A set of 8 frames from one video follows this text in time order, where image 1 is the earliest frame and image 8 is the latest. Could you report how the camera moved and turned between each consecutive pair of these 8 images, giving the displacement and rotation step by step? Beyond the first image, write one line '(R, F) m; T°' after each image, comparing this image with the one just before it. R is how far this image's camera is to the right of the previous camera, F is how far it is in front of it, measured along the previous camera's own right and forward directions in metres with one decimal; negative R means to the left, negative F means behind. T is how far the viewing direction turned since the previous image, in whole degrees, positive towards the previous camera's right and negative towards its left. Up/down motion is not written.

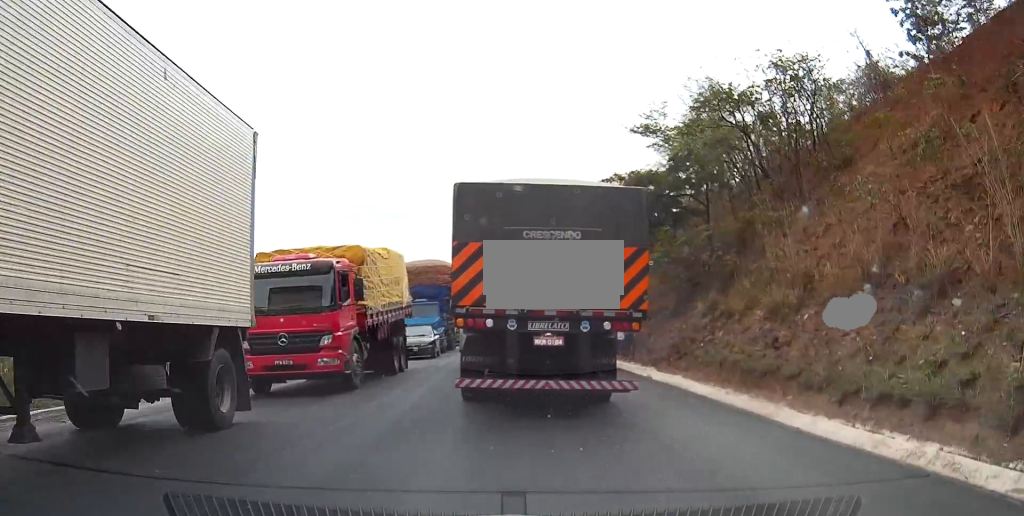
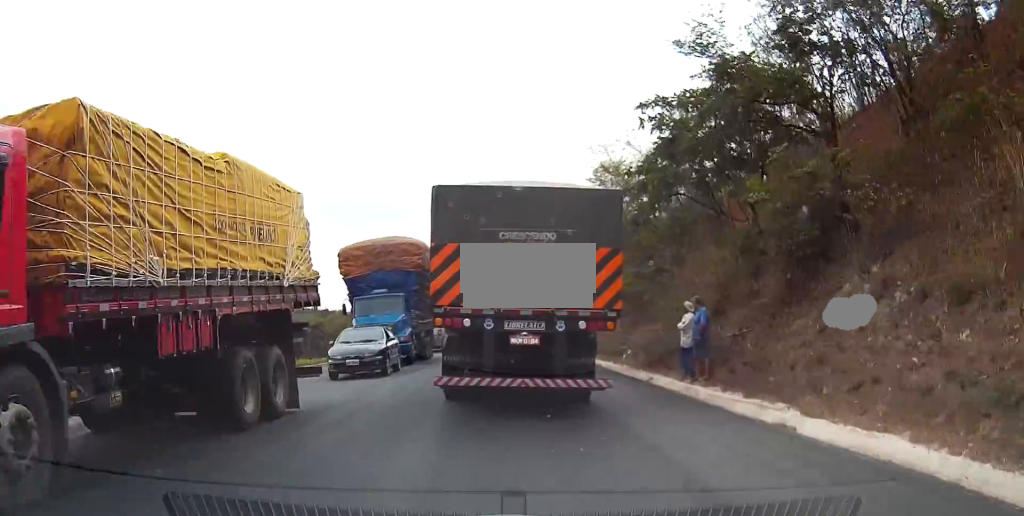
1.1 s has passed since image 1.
(+0.1, +10.9) m; +1°
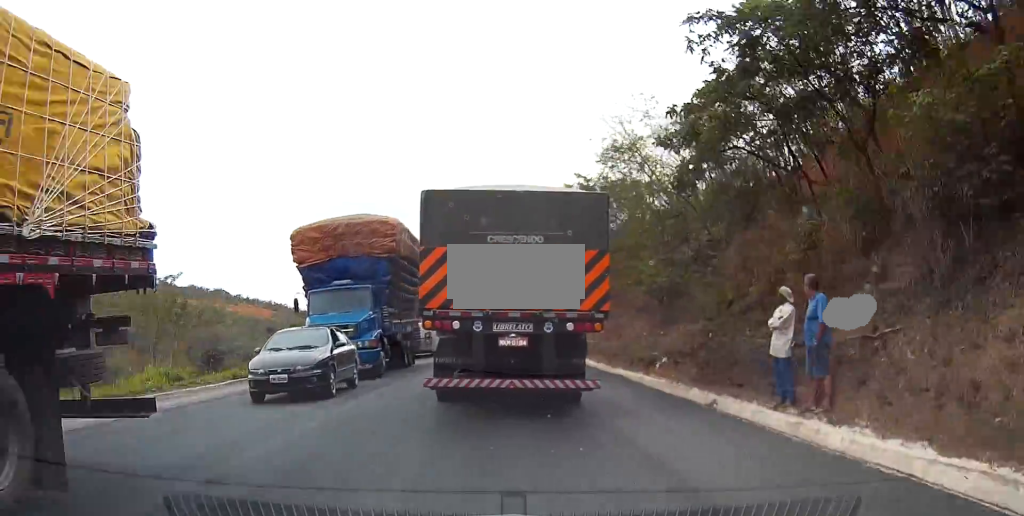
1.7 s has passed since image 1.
(0.0, +6.4) m; -1°
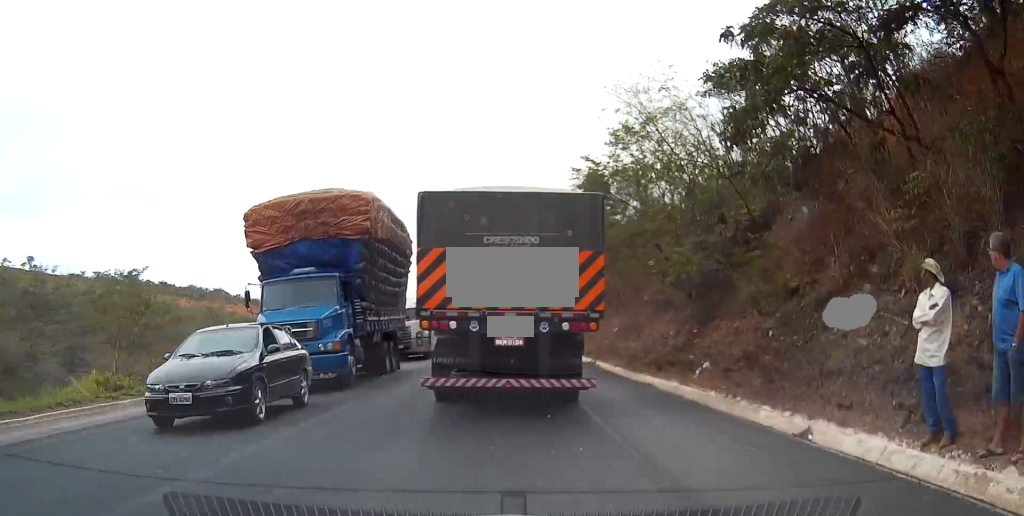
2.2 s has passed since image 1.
(+0.1, +4.4) m; -1°
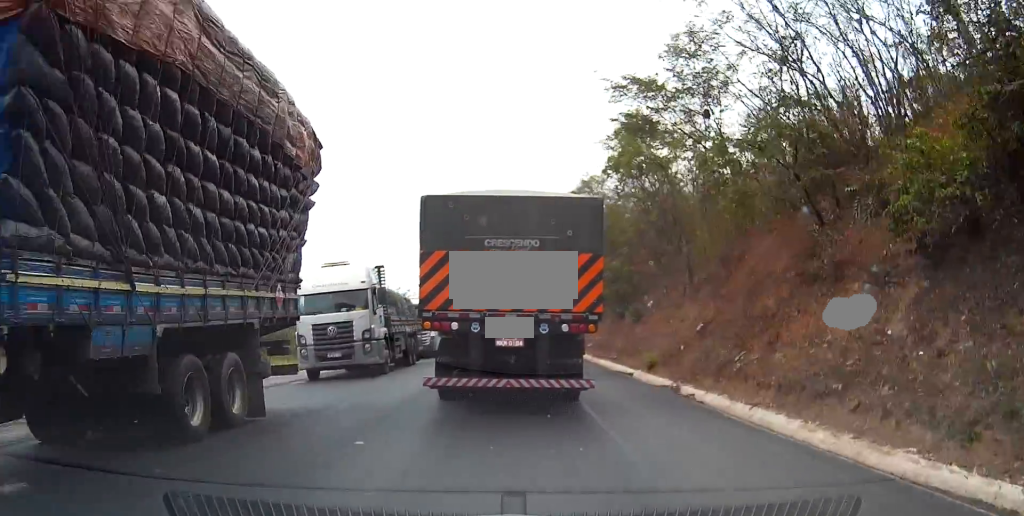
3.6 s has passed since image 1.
(-0.5, +14.2) m; -2°
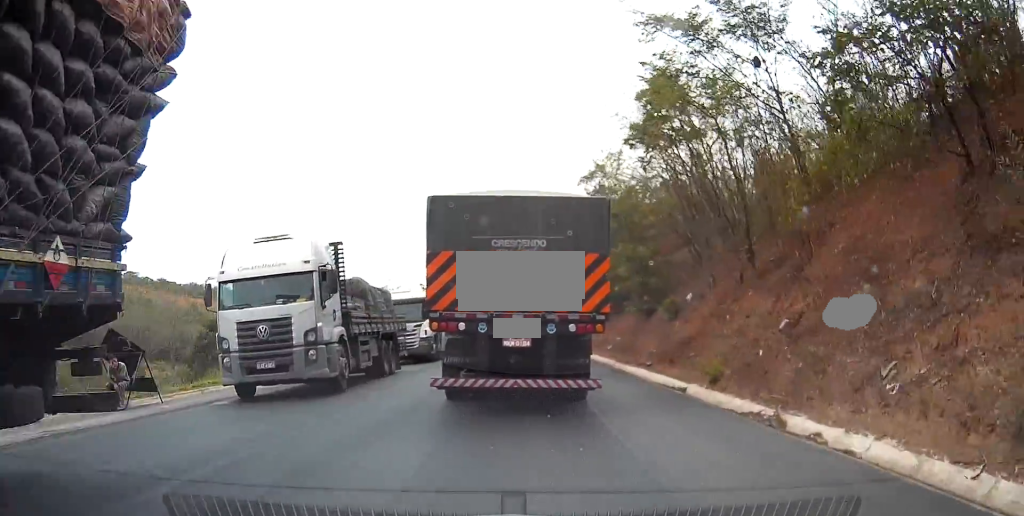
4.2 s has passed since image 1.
(0.0, +6.2) m; 0°
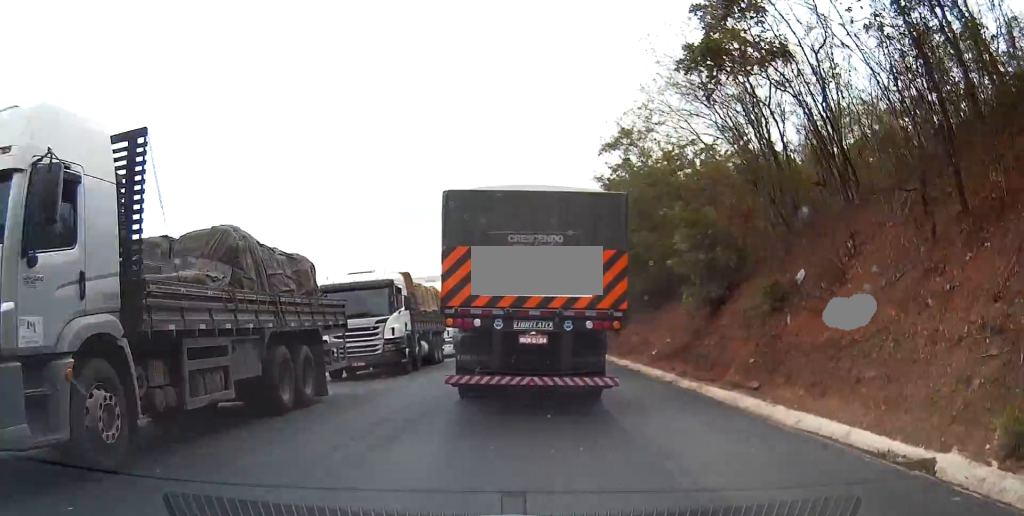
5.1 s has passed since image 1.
(0.0, +10.0) m; 0°
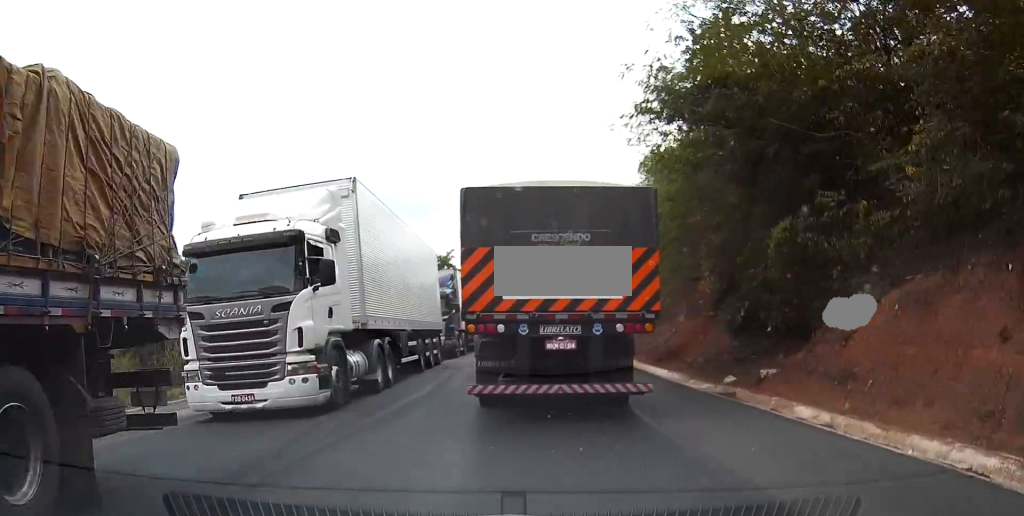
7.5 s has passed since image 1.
(-0.4, +26.0) m; -2°
